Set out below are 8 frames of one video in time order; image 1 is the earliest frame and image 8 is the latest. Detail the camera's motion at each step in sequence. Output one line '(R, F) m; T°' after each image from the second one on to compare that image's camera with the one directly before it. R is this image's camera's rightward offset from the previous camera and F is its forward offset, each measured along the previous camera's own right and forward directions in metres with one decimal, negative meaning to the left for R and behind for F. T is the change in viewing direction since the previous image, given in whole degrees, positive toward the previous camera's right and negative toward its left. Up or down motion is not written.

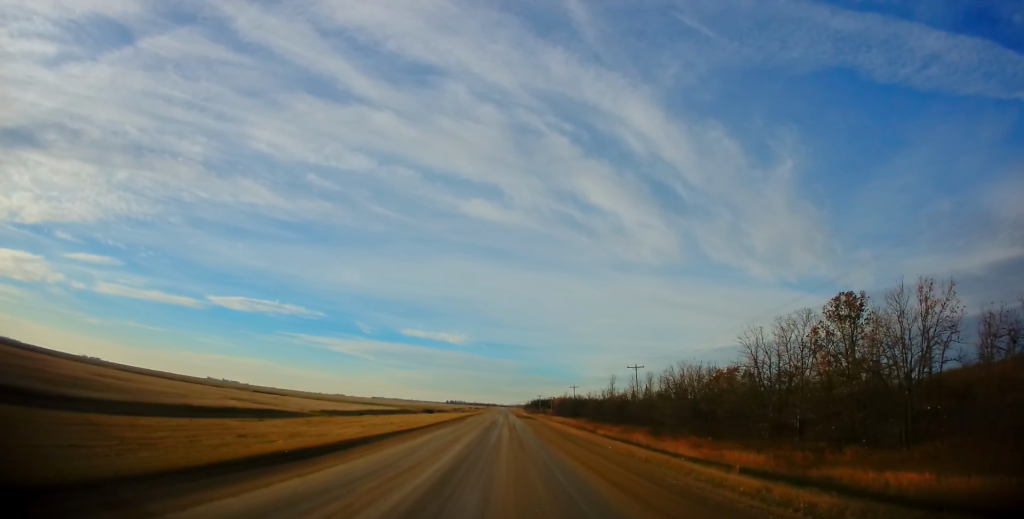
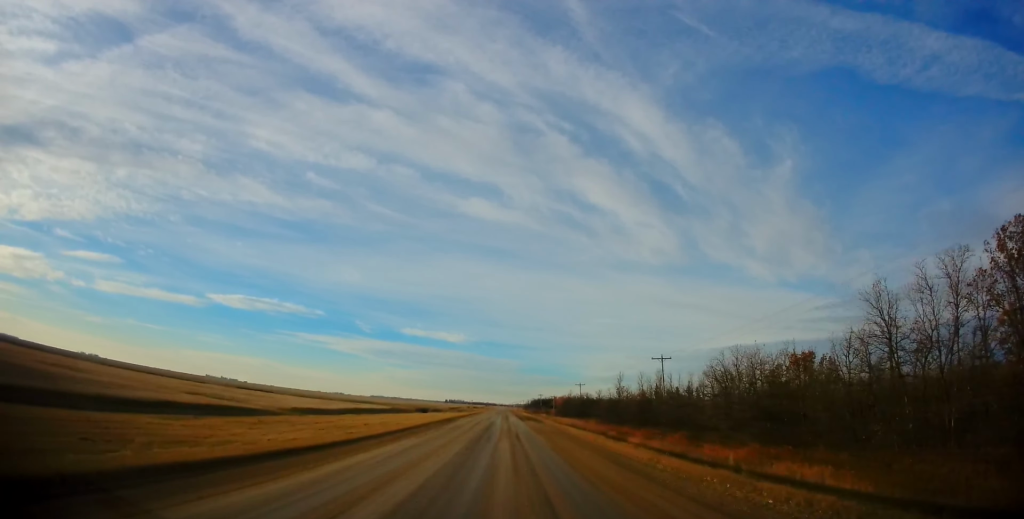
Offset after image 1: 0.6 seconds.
(0.0, +12.8) m; 0°
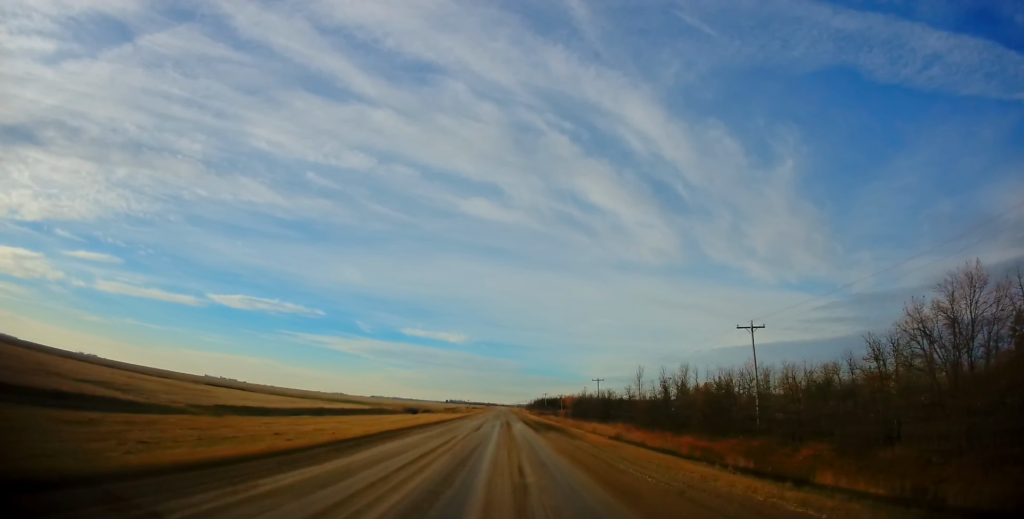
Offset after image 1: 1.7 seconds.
(0.0, +24.7) m; -1°
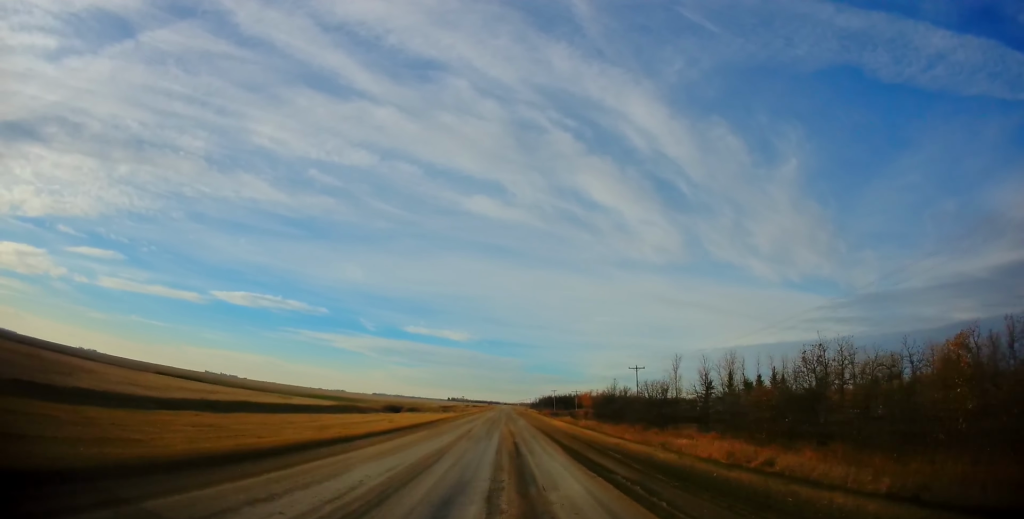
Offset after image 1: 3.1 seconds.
(-0.3, +35.3) m; 0°
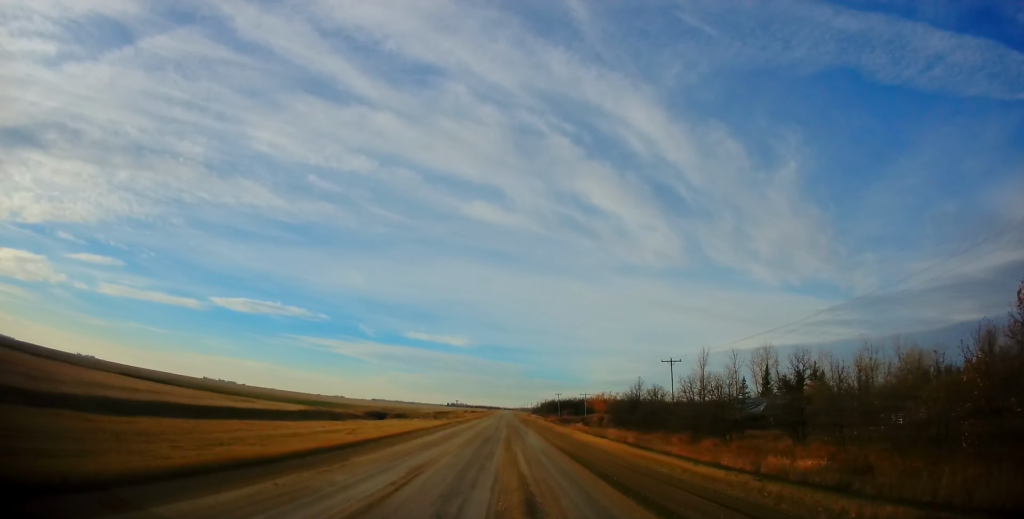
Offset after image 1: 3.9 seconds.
(+0.1, +20.7) m; 0°
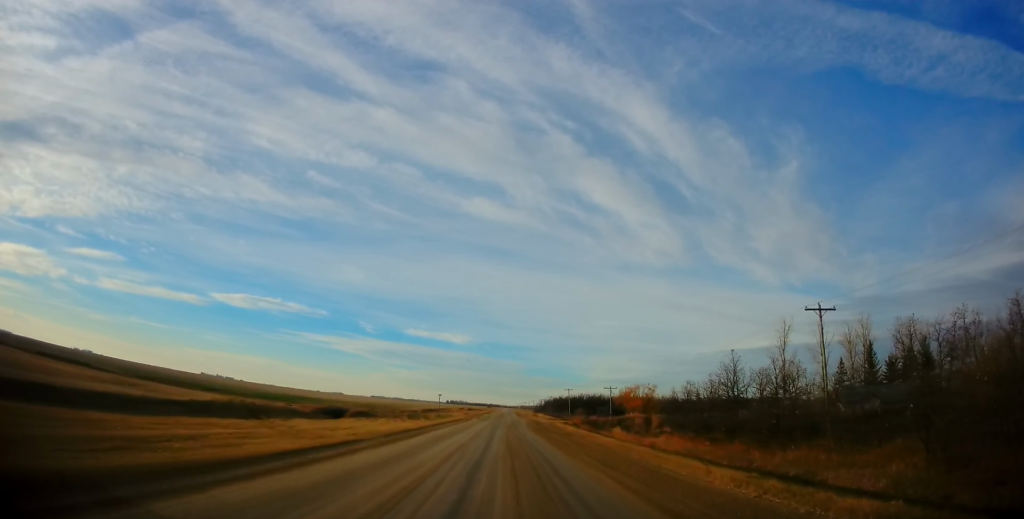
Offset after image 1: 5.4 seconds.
(+0.1, +38.9) m; 0°
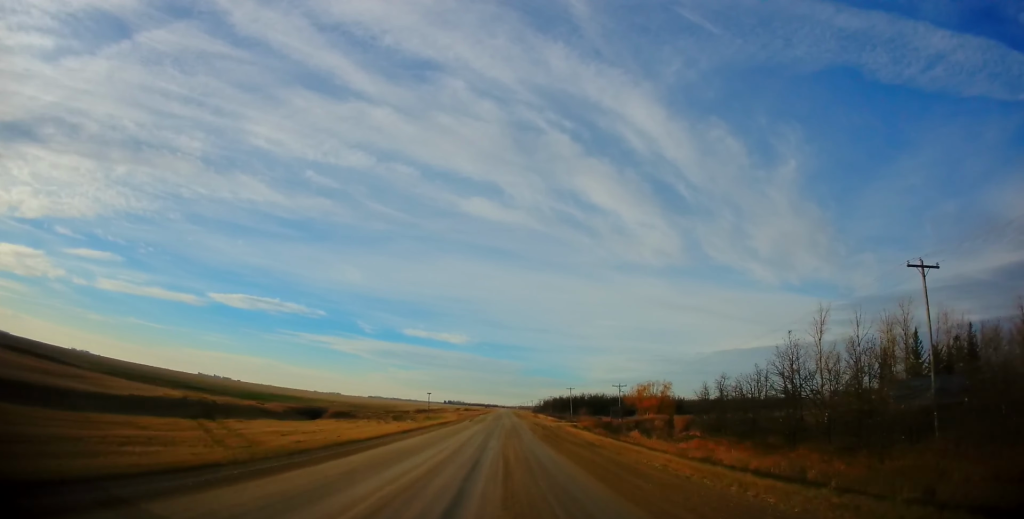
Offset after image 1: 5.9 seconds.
(0.0, +11.7) m; 0°
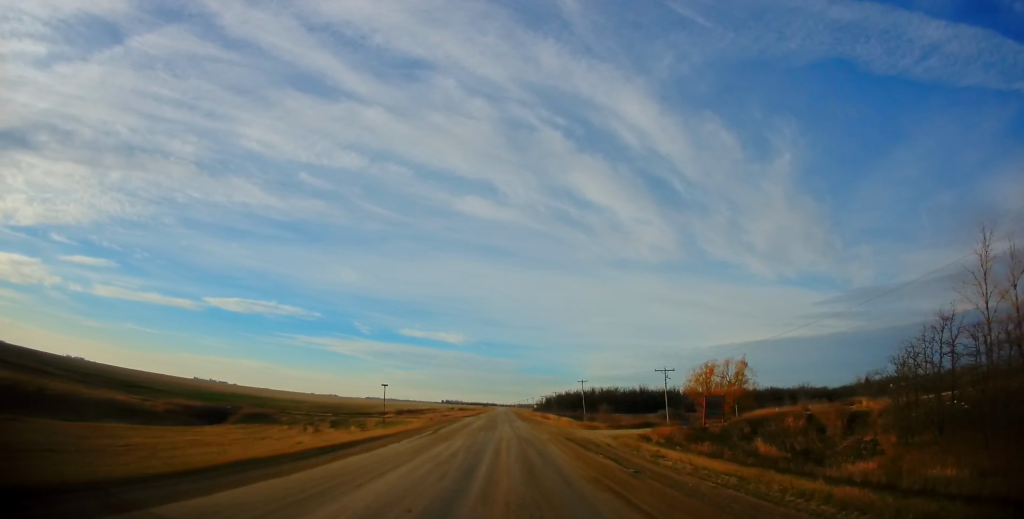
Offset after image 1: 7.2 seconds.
(0.0, +30.5) m; -1°
